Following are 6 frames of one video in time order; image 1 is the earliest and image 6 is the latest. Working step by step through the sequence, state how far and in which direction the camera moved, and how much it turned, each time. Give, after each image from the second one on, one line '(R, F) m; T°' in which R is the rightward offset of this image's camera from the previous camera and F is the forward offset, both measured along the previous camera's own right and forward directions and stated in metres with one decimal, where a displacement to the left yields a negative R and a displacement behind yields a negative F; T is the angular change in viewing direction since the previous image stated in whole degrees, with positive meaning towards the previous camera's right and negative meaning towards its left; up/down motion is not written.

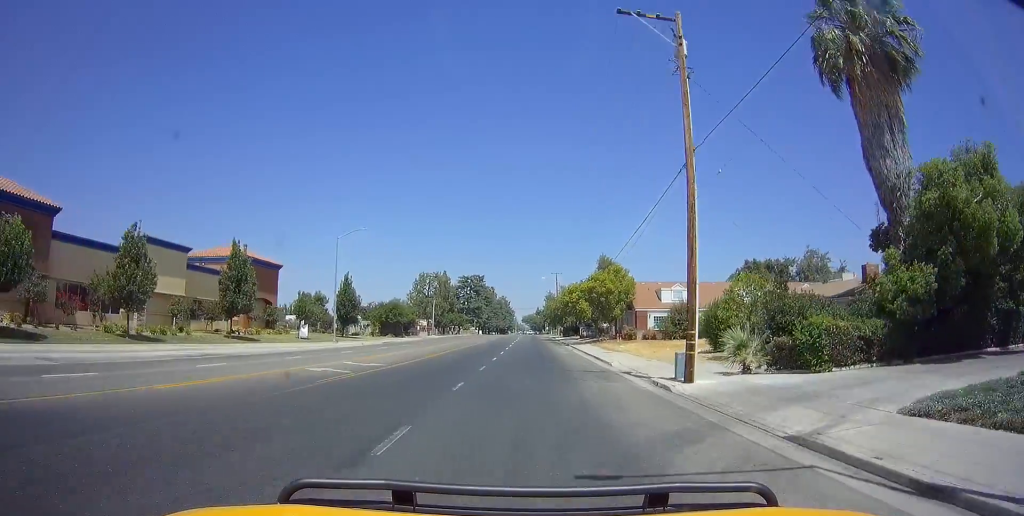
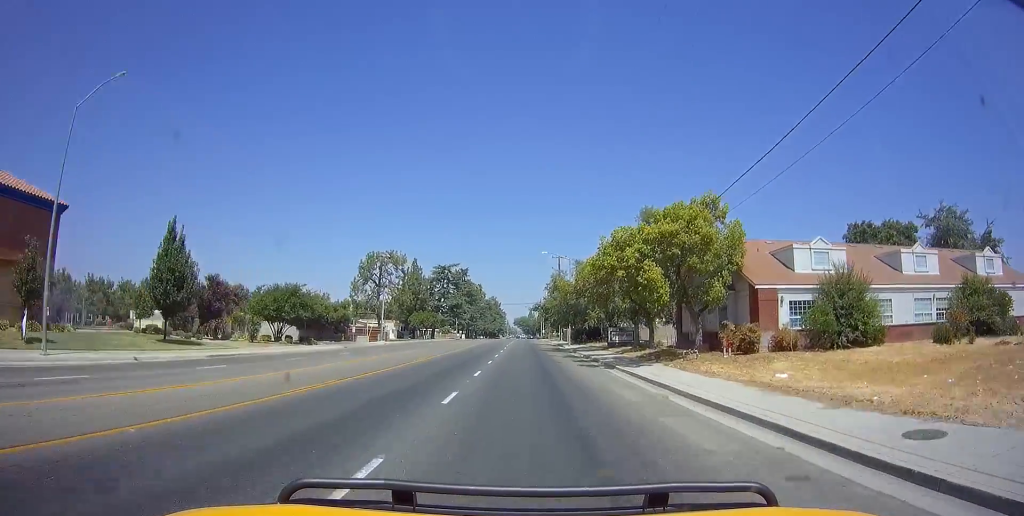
(0.0, +31.3) m; 0°
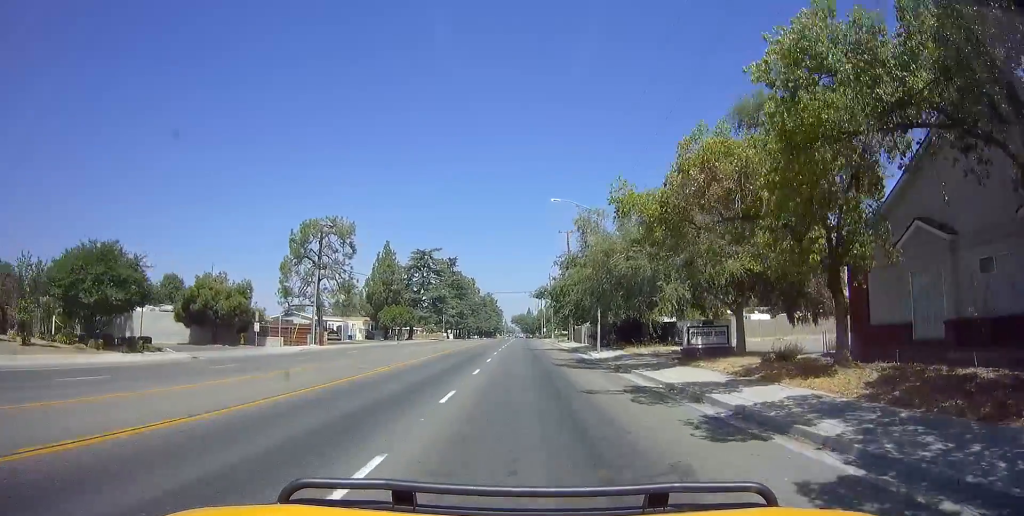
(-0.5, +22.8) m; -1°
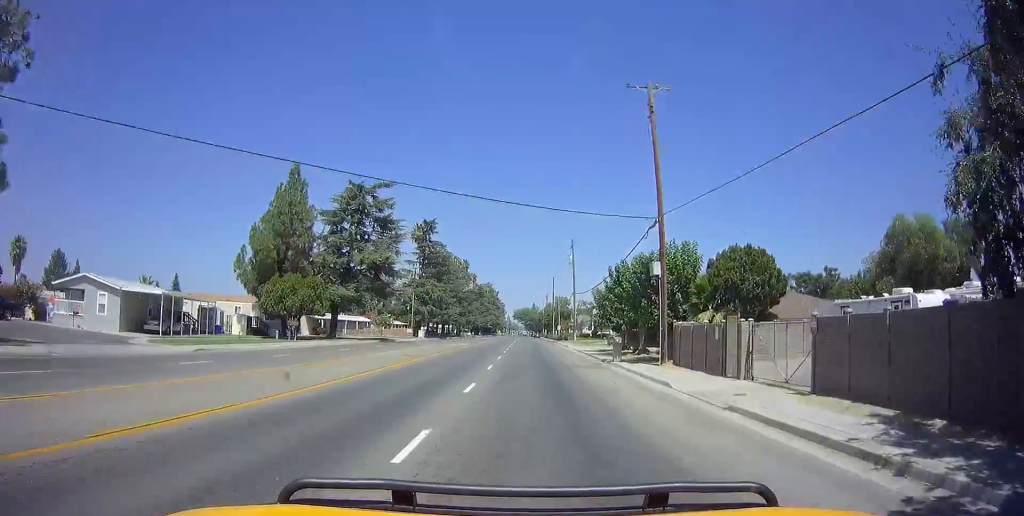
(+1.5, +41.9) m; +2°
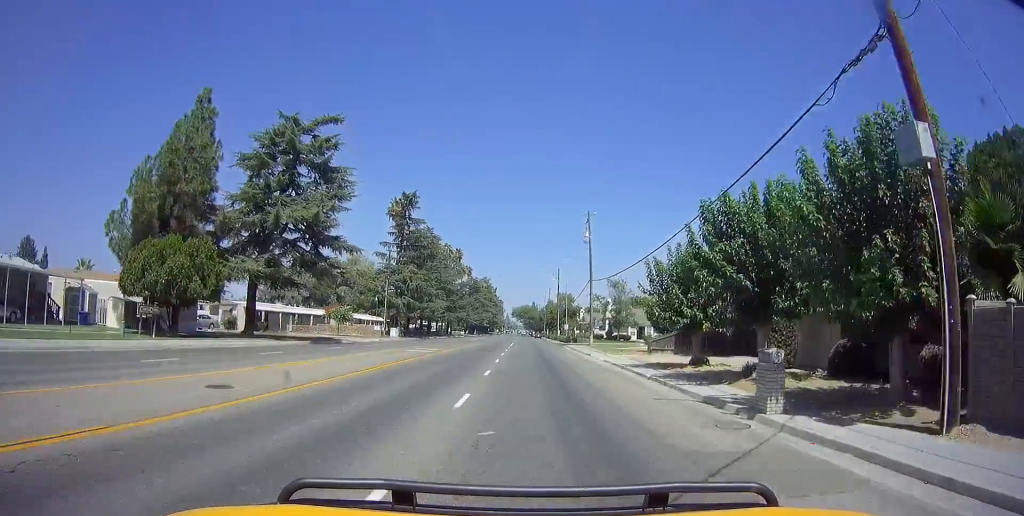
(-0.1, +17.8) m; 0°
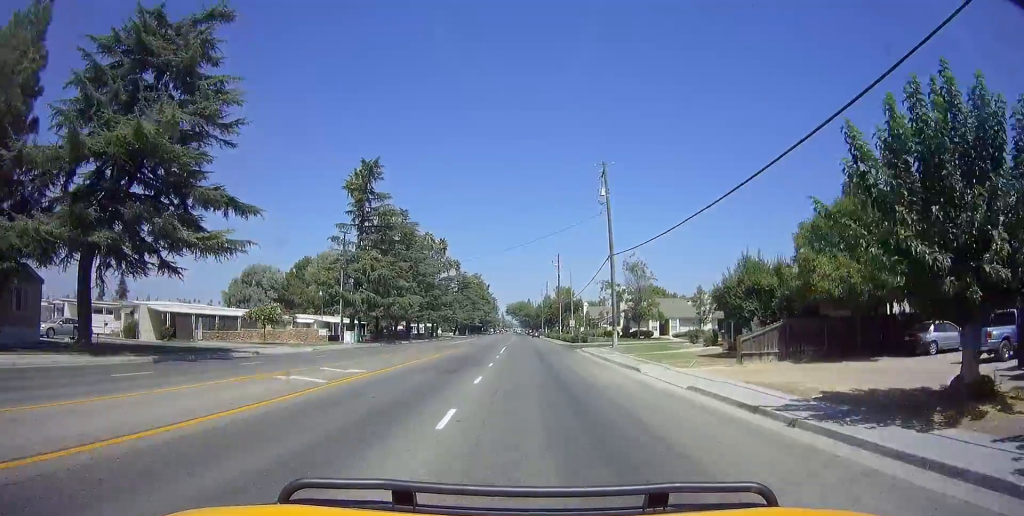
(0.0, +16.5) m; +2°
